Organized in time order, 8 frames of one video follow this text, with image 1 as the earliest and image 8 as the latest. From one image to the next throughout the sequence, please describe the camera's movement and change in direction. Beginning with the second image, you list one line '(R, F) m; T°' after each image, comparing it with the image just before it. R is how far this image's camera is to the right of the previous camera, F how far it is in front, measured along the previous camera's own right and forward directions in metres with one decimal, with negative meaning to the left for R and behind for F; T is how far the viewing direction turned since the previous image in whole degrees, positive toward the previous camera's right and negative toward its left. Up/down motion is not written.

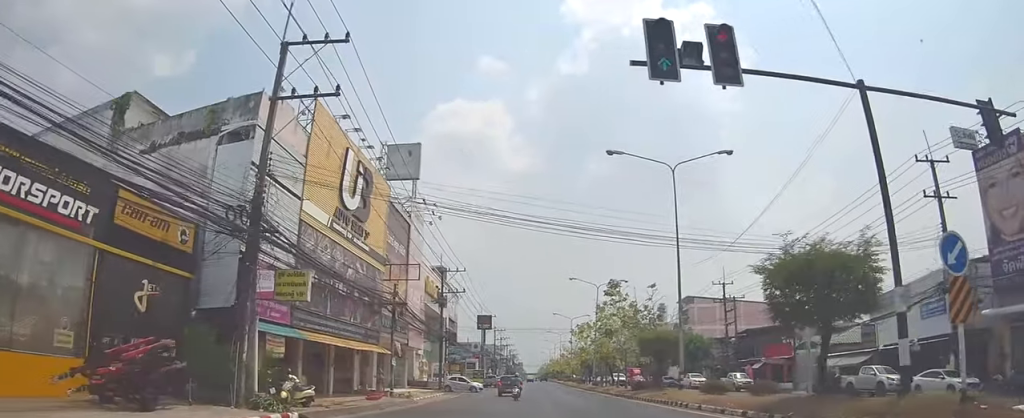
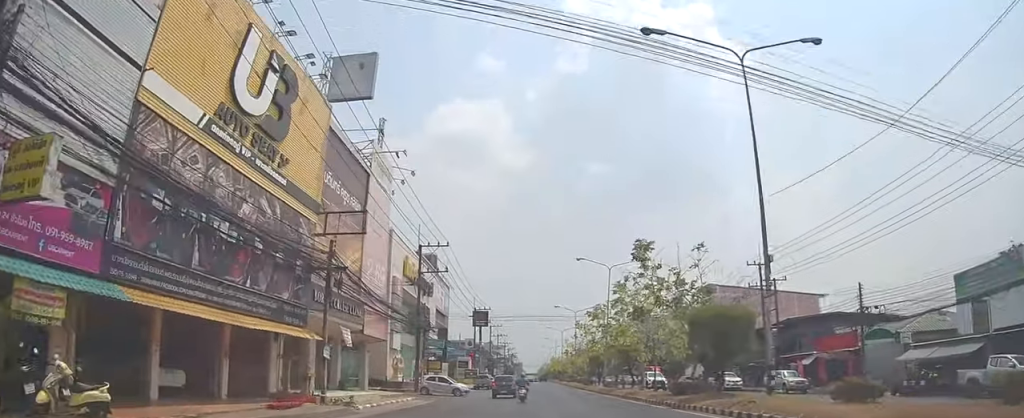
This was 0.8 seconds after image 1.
(+0.2, +11.8) m; +1°
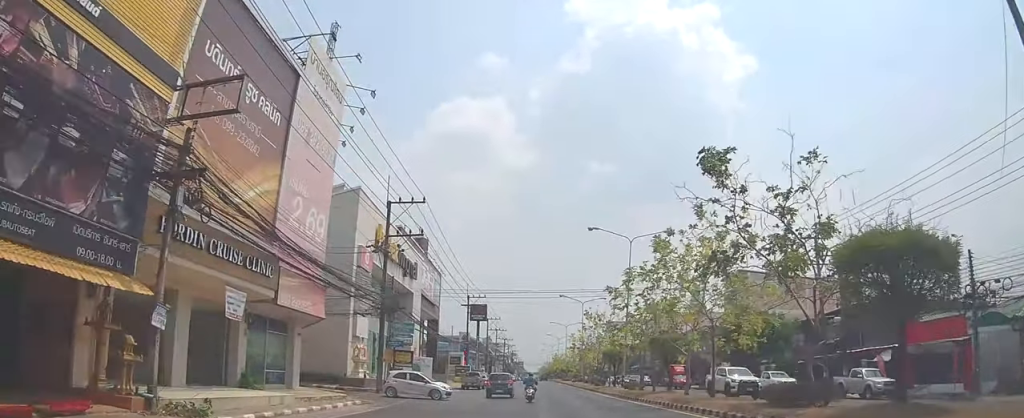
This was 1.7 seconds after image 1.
(-0.1, +11.9) m; 0°
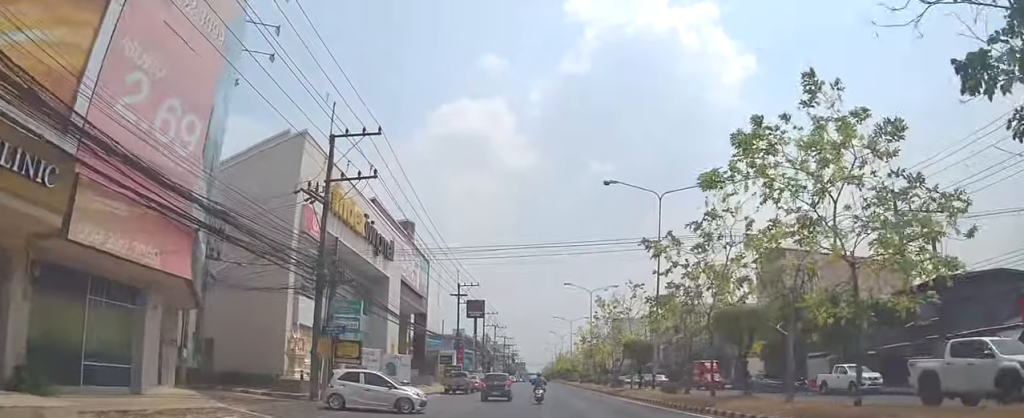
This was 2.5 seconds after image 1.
(0.0, +11.4) m; 0°
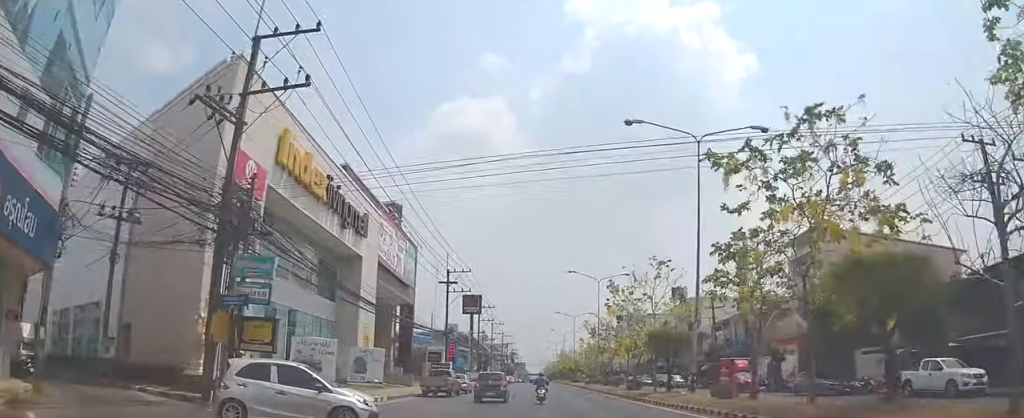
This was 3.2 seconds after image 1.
(0.0, +8.8) m; 0°
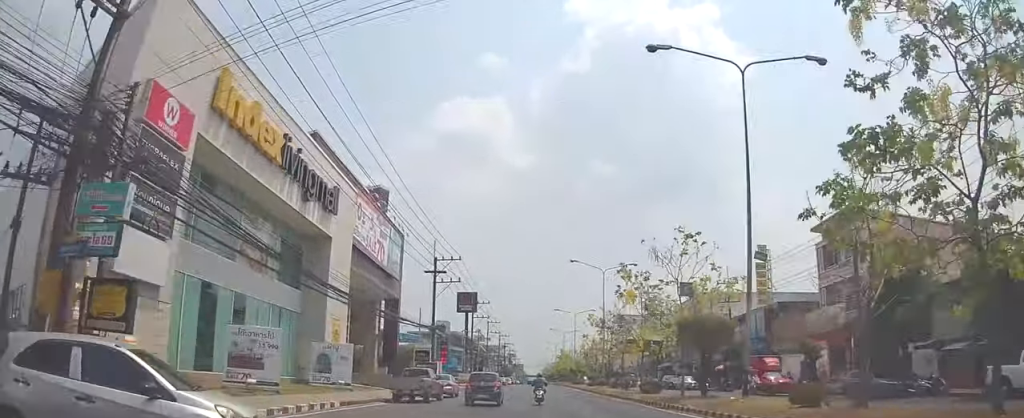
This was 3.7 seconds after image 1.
(0.0, +6.8) m; -1°
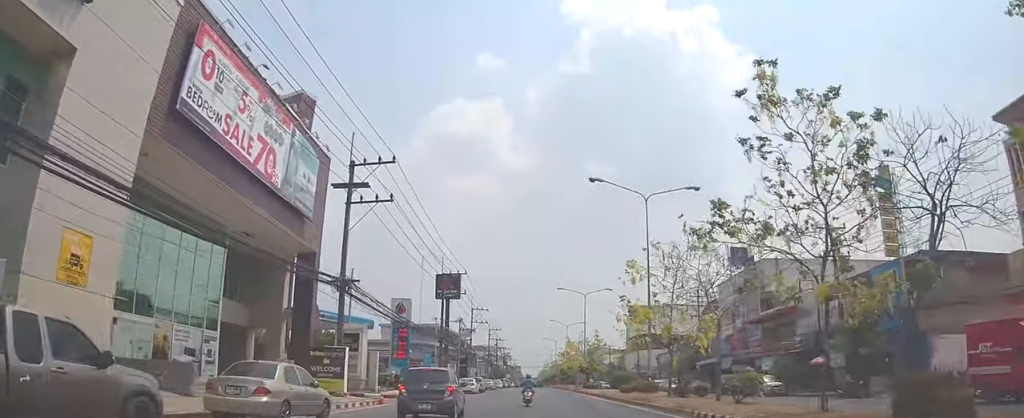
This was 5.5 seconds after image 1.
(-0.9, +25.2) m; -1°
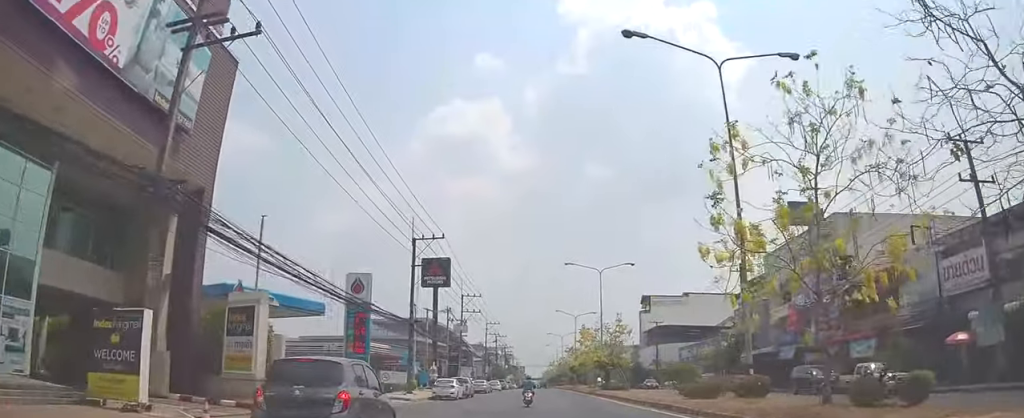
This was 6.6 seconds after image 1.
(+0.7, +16.0) m; +2°
